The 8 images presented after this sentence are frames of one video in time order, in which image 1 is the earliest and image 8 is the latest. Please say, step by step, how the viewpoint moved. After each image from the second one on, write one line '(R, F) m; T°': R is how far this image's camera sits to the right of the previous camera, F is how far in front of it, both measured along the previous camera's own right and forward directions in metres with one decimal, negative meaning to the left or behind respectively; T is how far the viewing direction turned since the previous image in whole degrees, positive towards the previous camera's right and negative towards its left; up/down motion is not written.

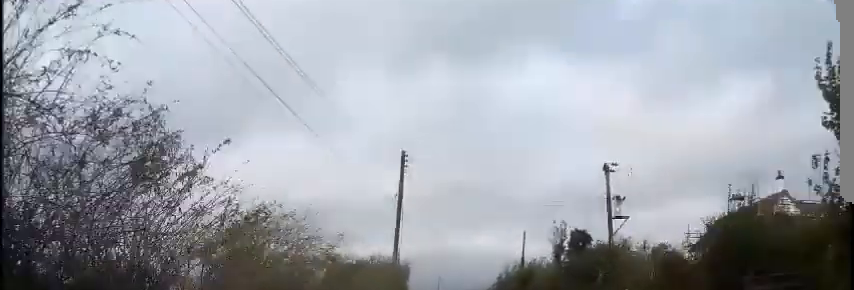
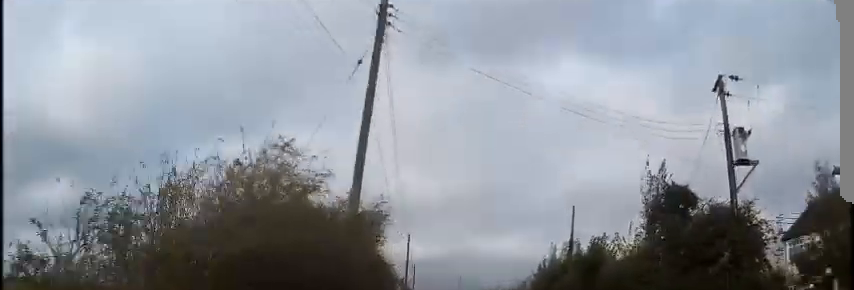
(-0.2, +13.7) m; -1°
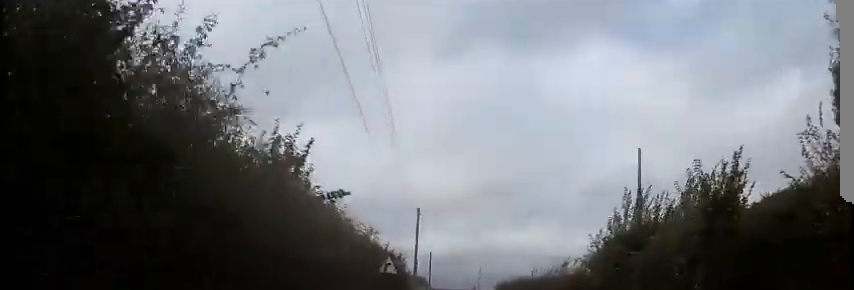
(0.0, +11.0) m; -1°
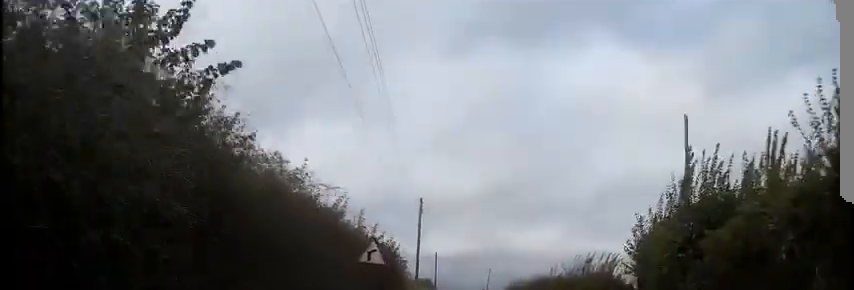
(0.0, +5.2) m; -1°
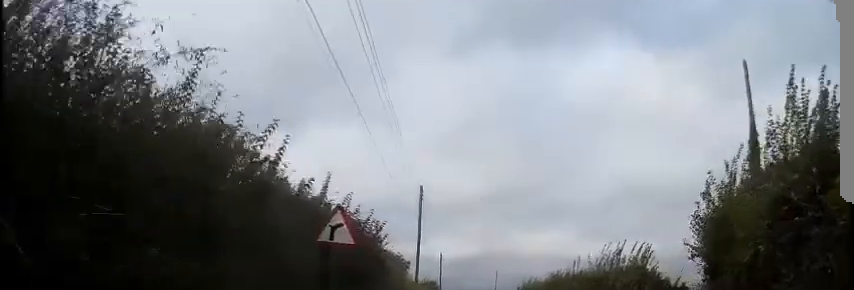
(-0.1, +5.1) m; -1°
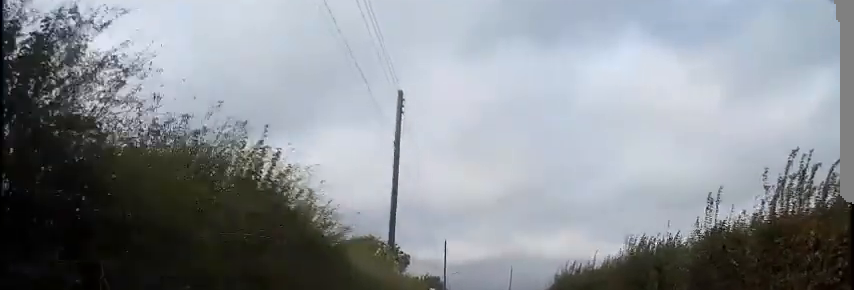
(-0.3, +15.6) m; -2°
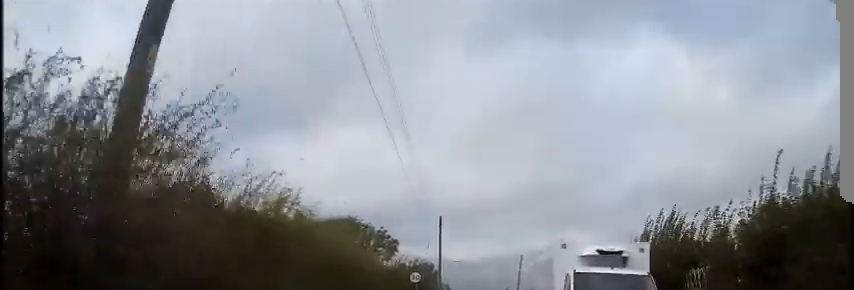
(-0.2, +15.1) m; -1°
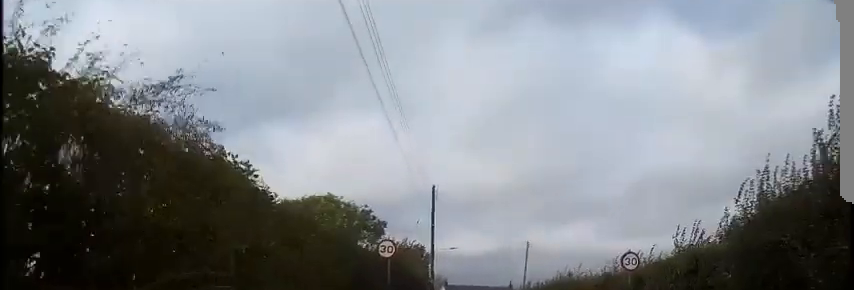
(0.0, +10.1) m; 0°
